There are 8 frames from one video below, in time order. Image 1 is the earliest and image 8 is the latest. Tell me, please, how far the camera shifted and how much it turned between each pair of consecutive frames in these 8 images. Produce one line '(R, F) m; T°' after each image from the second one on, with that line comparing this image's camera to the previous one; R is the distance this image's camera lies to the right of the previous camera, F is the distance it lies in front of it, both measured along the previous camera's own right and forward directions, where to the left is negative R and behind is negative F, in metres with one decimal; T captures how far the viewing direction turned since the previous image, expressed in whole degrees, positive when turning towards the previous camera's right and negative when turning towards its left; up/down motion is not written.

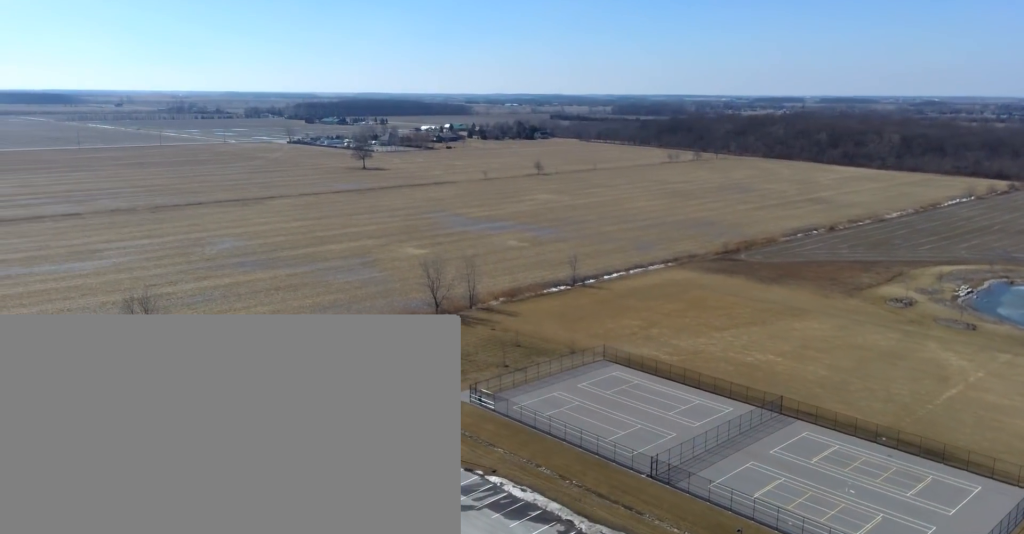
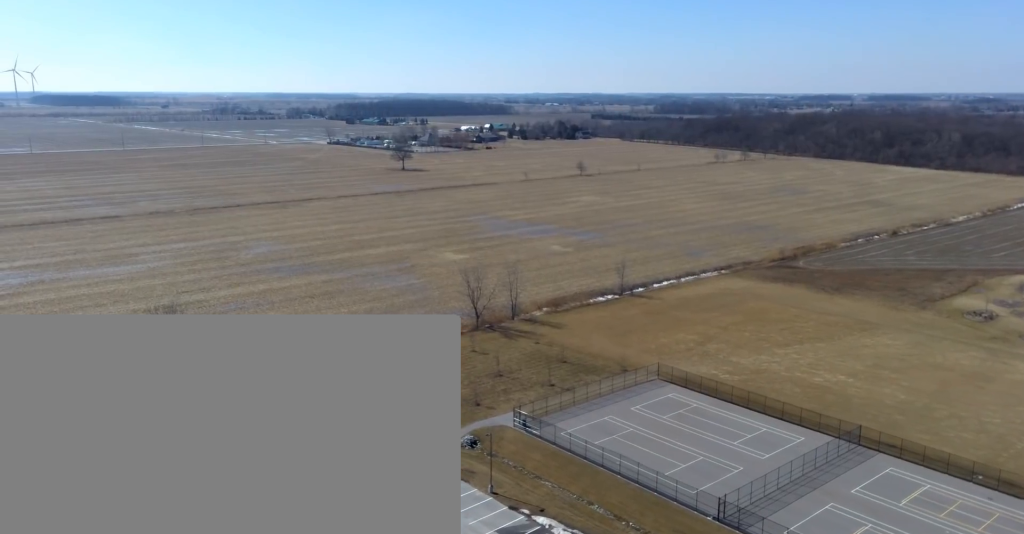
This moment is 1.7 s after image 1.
(-0.7, +9.5) m; -3°
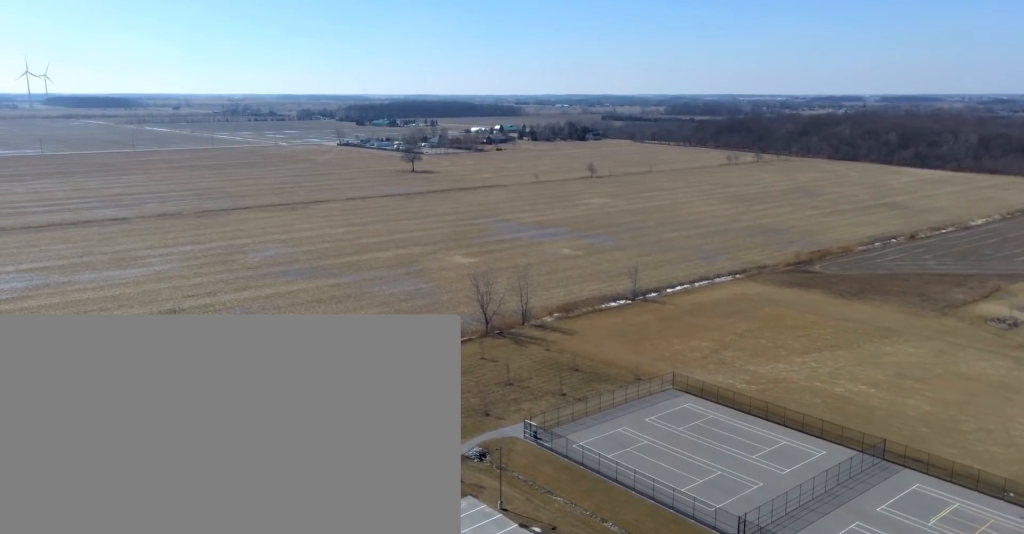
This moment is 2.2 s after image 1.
(0.0, +3.6) m; +1°
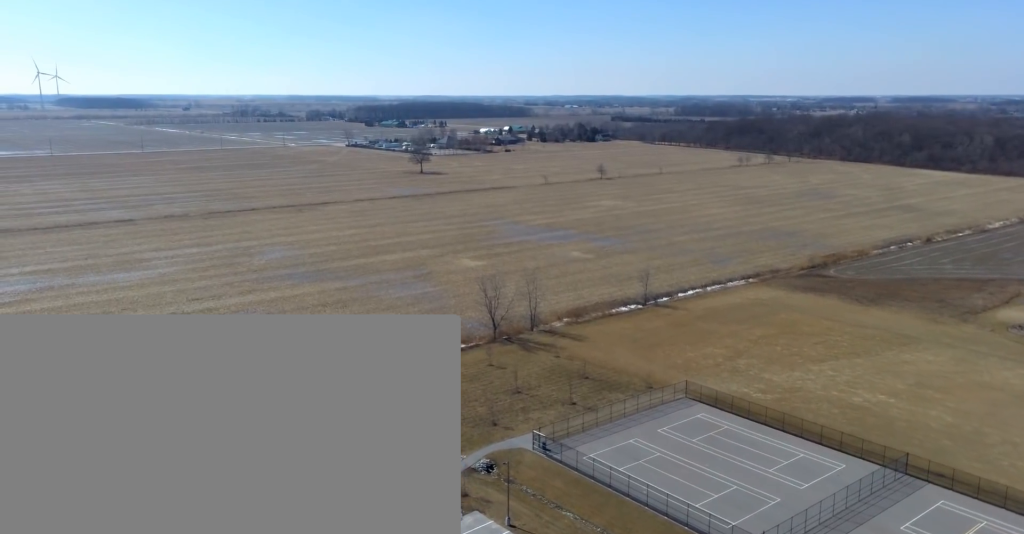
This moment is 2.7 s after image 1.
(0.0, +3.6) m; +1°
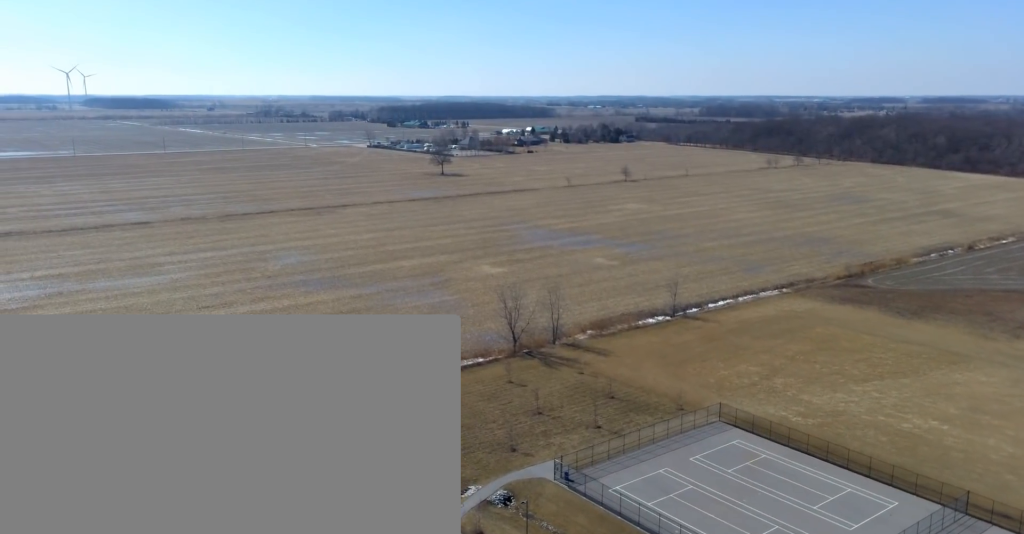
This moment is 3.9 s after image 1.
(+0.2, +9.9) m; +1°
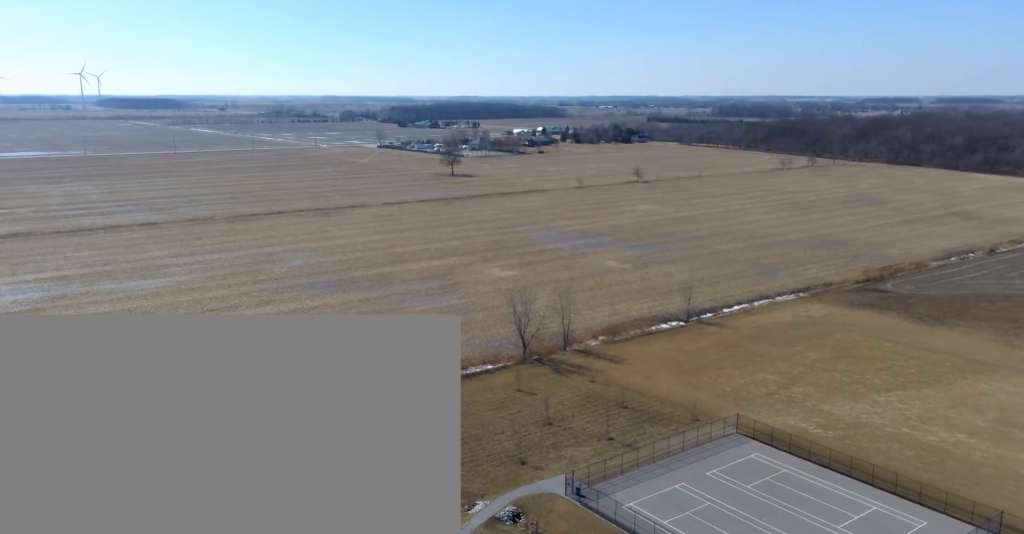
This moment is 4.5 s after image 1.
(0.0, +5.3) m; -1°
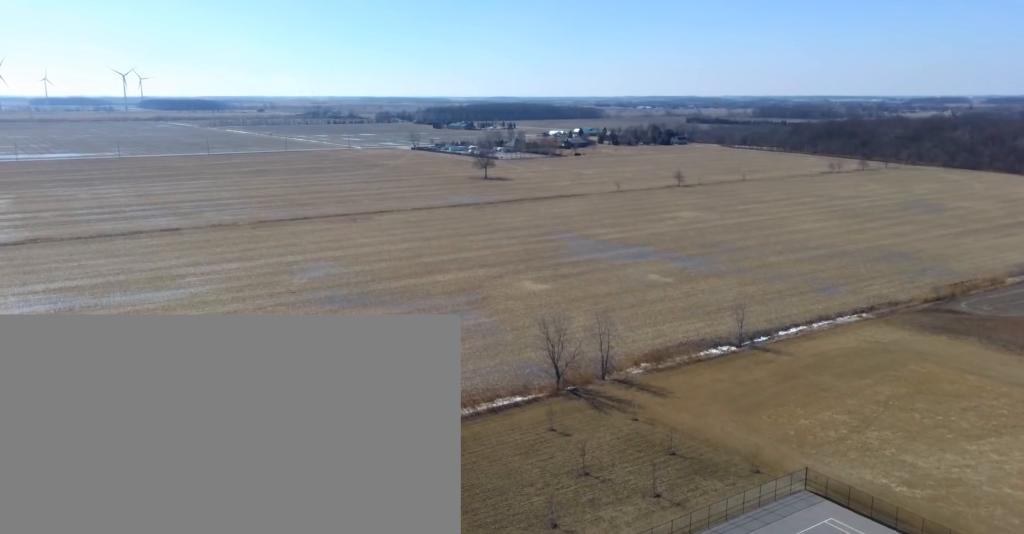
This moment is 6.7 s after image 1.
(-0.5, +19.9) m; -2°
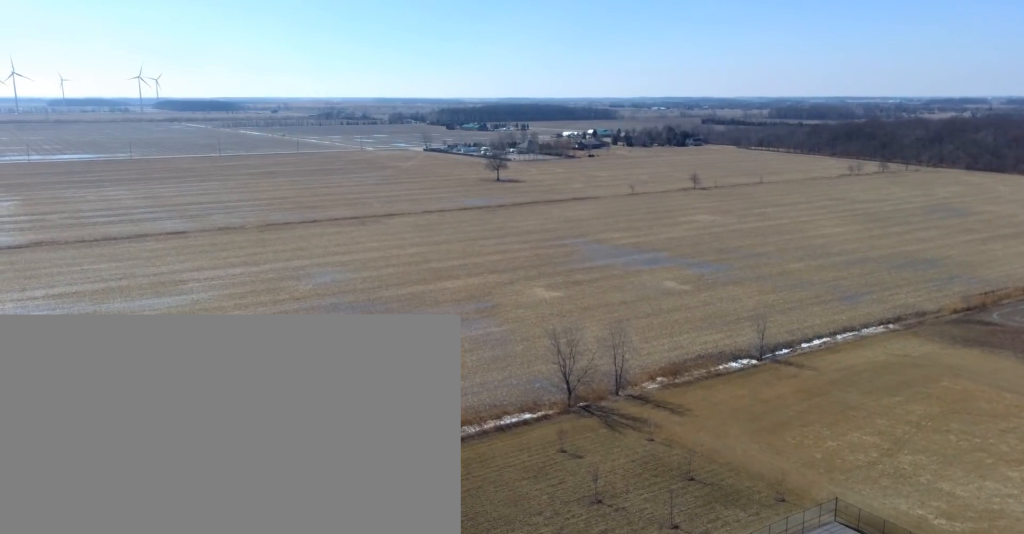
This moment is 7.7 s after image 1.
(0.0, +8.0) m; 0°
